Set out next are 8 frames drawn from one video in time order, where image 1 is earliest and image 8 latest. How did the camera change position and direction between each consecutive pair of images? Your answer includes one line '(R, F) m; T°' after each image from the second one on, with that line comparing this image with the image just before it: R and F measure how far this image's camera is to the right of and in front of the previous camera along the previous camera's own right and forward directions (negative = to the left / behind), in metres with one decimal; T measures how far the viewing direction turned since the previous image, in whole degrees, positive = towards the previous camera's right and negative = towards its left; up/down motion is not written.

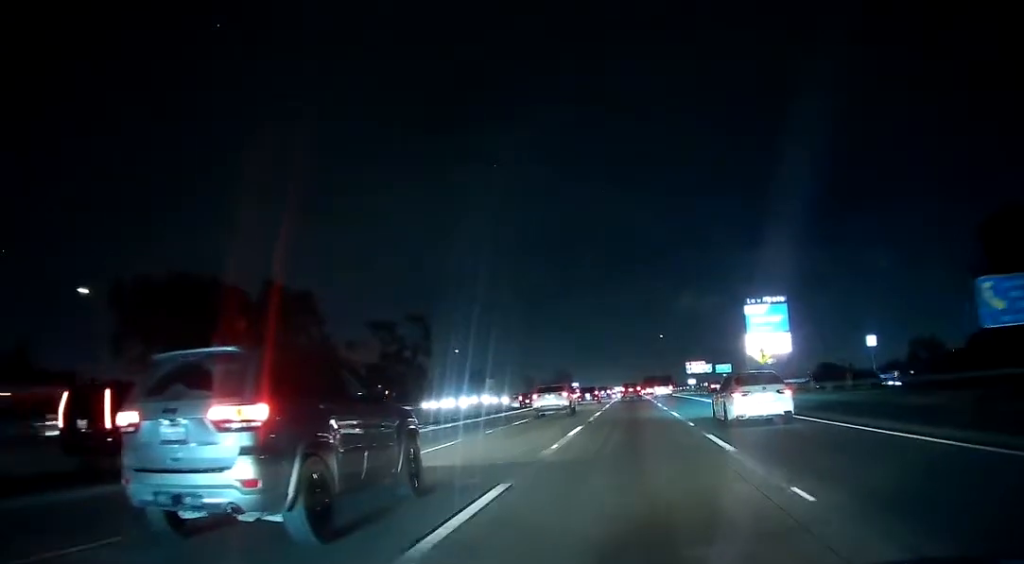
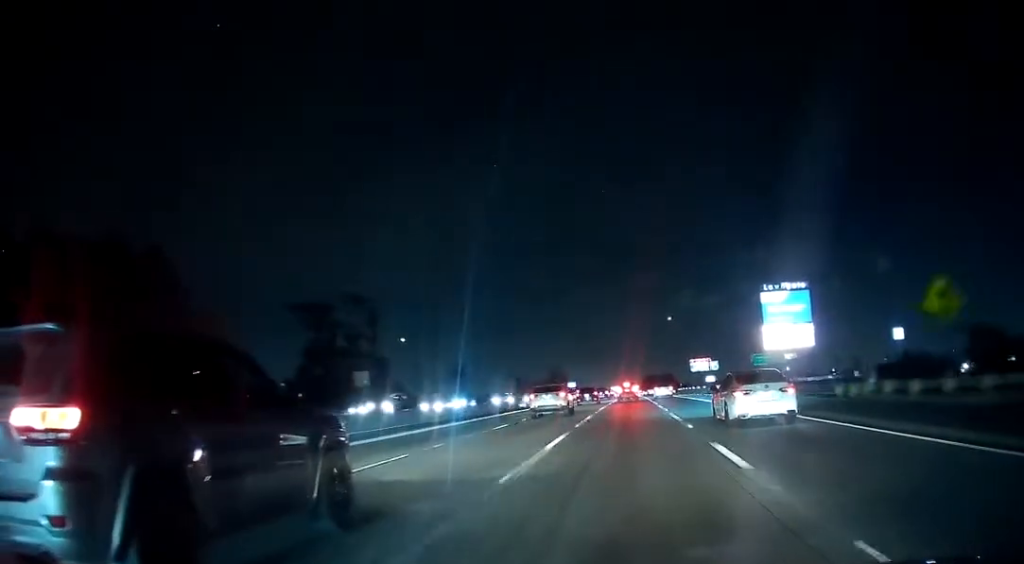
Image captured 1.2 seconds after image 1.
(-0.4, +33.8) m; 0°
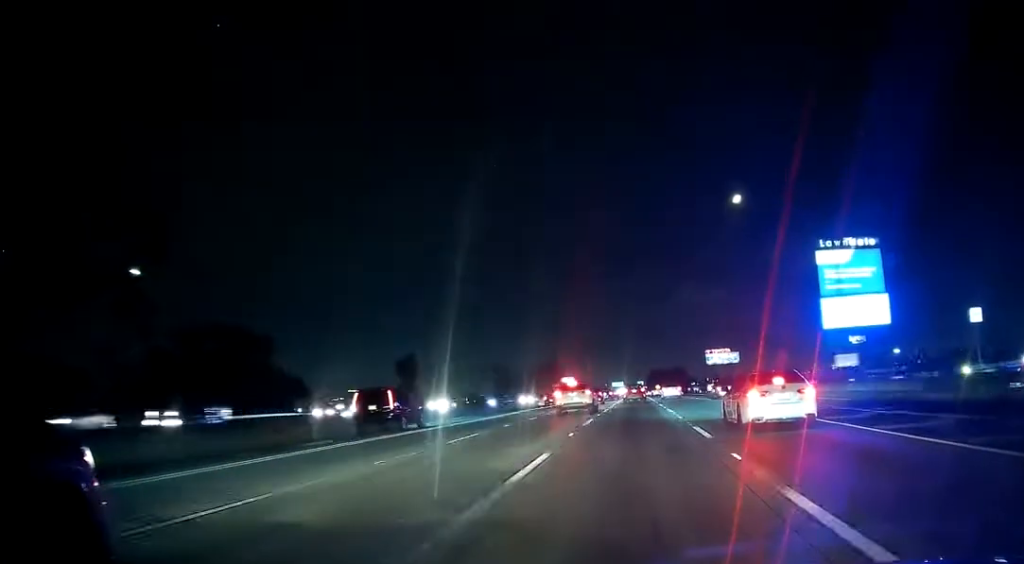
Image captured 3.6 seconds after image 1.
(+1.0, +64.8) m; 0°
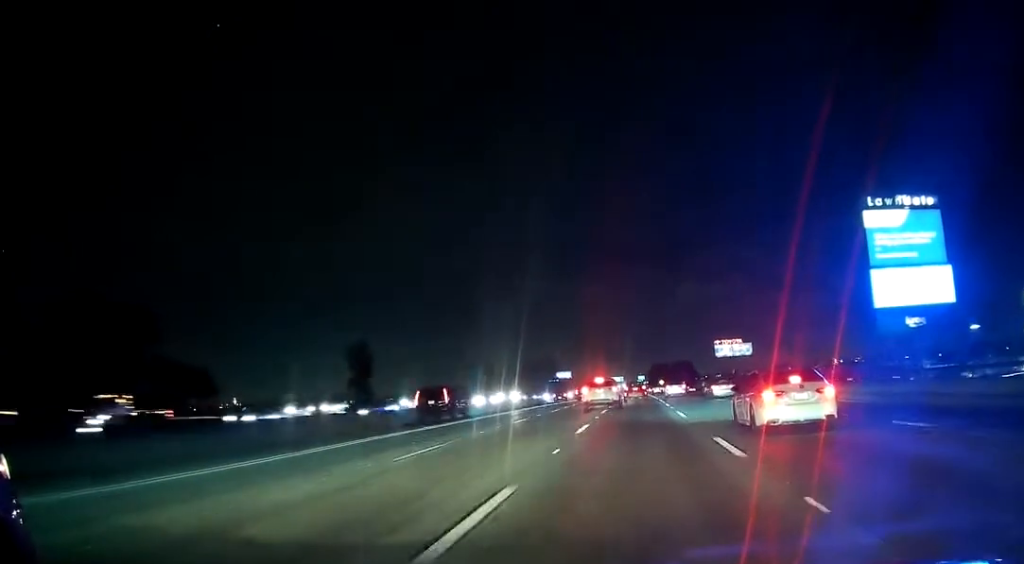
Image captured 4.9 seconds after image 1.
(-0.3, +34.9) m; -1°
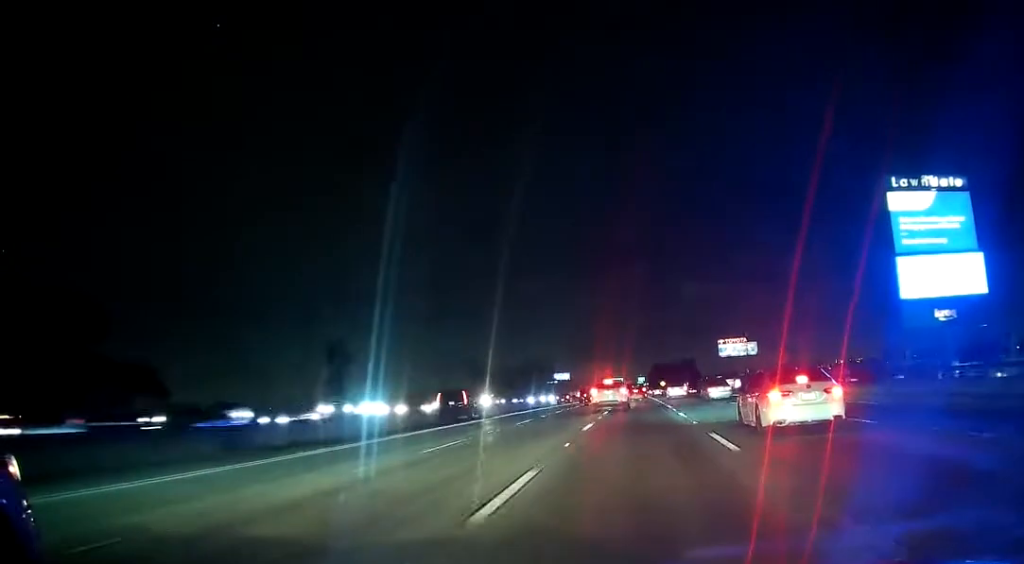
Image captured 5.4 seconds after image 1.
(0.0, +12.7) m; 0°
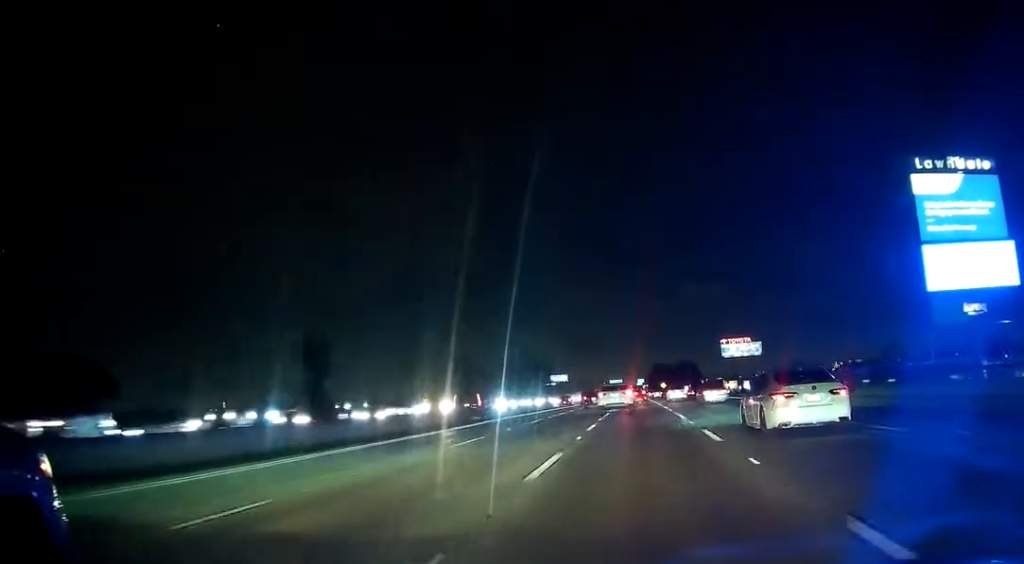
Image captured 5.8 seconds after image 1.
(-0.1, +10.9) m; 0°
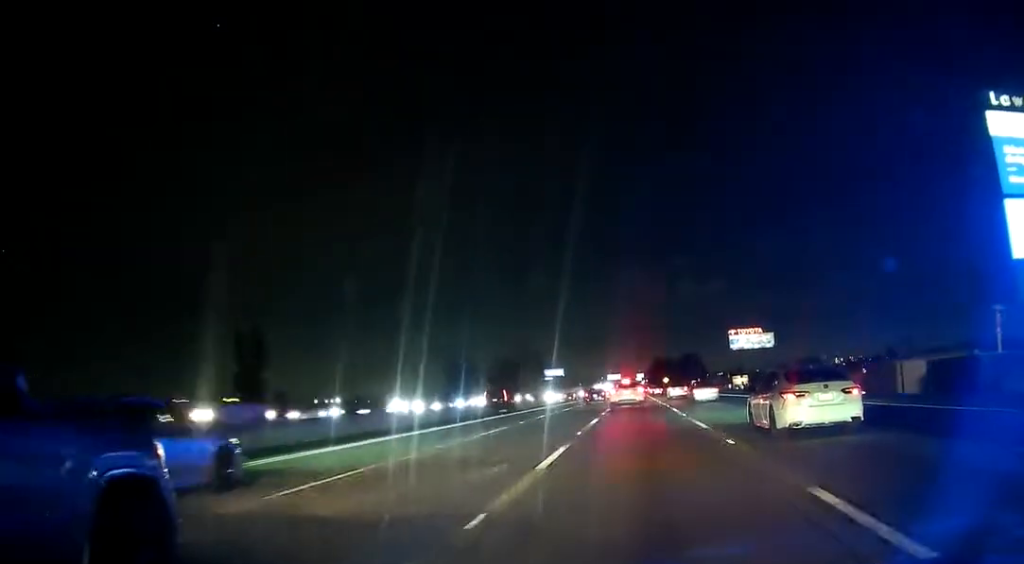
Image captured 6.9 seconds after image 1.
(+0.3, +25.5) m; +1°
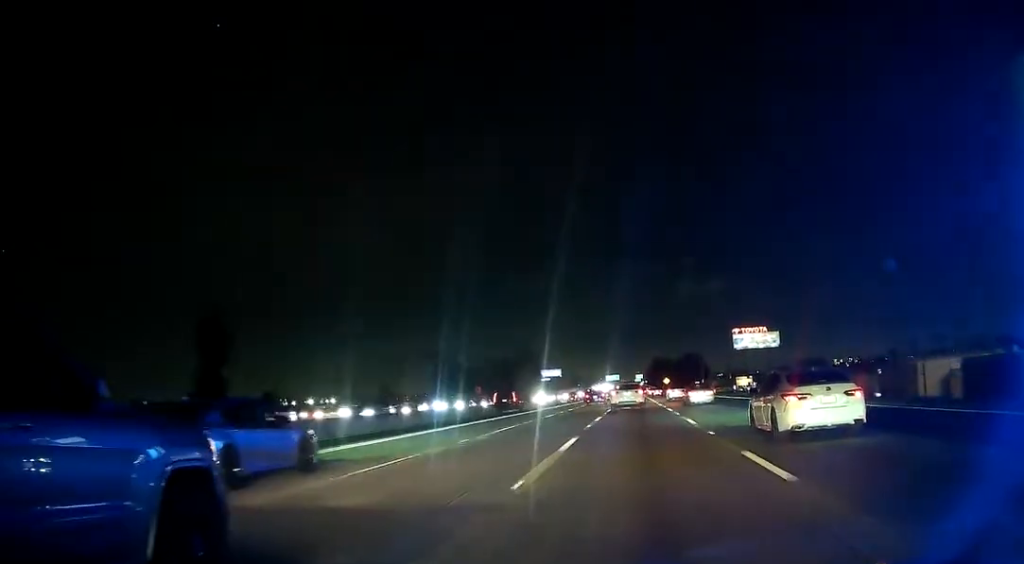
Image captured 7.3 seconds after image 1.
(0.0, +11.4) m; 0°
